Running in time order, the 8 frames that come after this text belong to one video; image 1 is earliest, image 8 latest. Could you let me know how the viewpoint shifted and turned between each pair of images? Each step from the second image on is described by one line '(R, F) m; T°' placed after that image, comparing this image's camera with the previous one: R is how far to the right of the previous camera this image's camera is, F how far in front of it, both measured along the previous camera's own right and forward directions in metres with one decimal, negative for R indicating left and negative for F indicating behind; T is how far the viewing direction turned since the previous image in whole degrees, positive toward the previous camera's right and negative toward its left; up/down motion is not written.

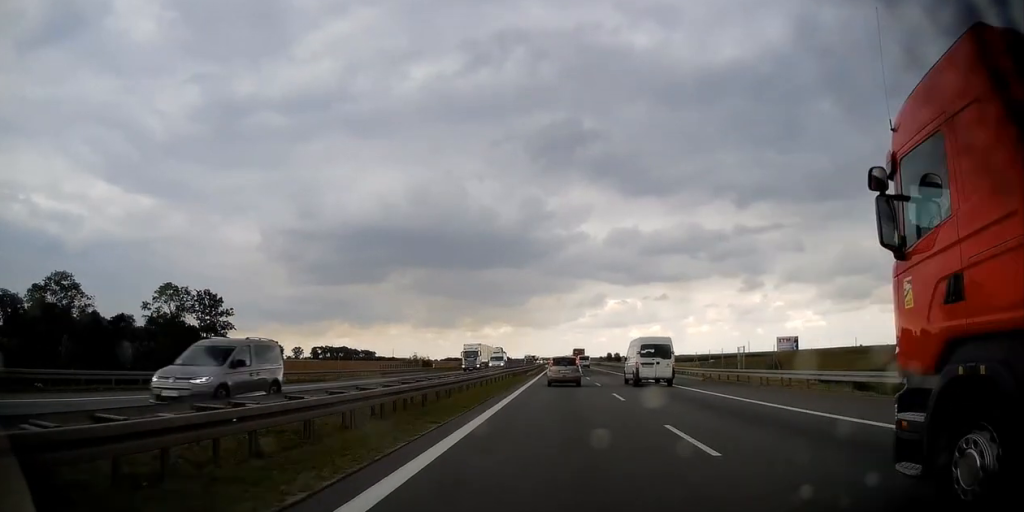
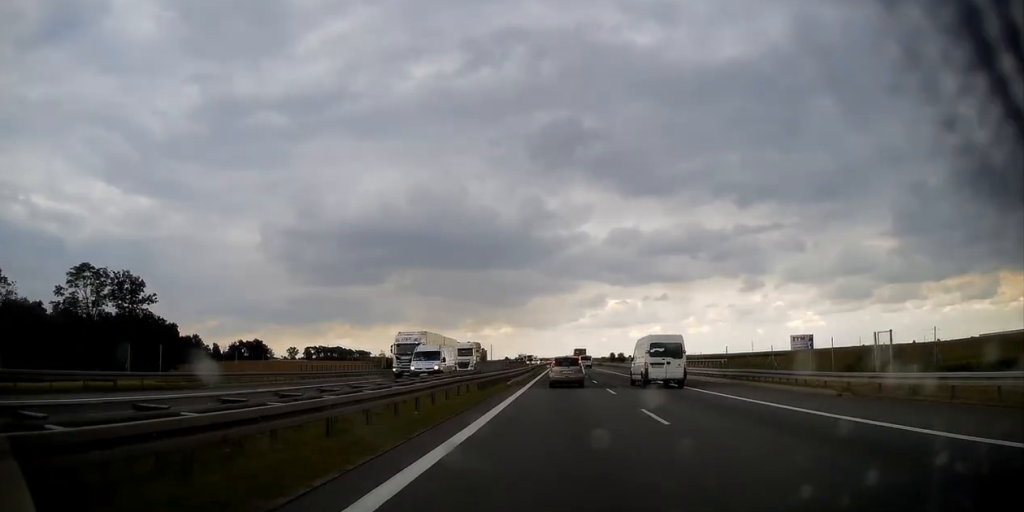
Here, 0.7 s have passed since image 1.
(-0.2, +20.0) m; 0°
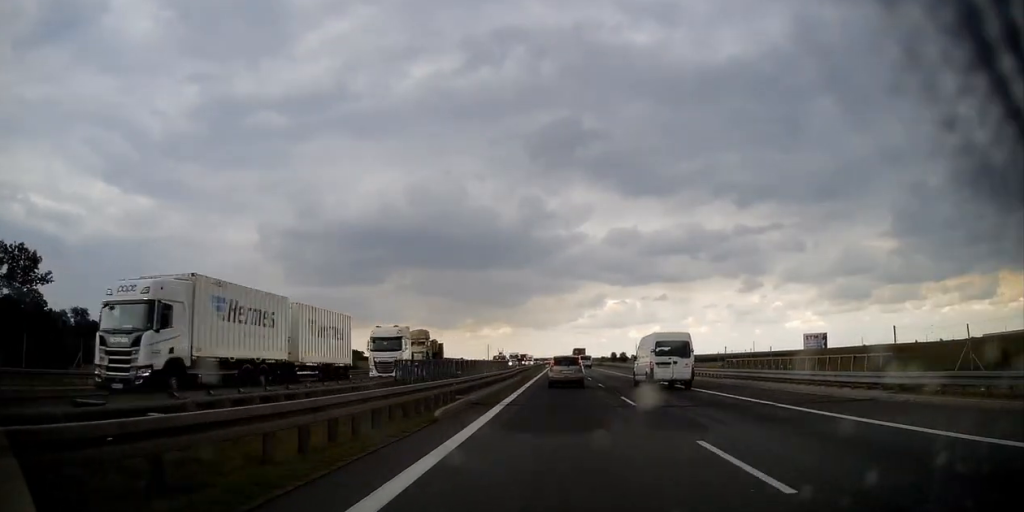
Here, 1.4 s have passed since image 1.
(+0.3, +18.9) m; 0°
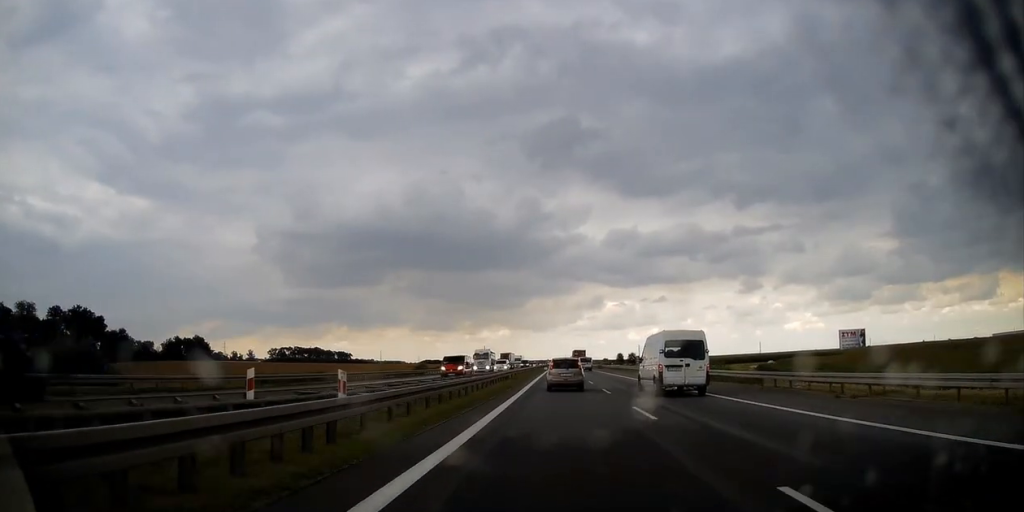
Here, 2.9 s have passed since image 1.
(0.0, +40.0) m; 0°
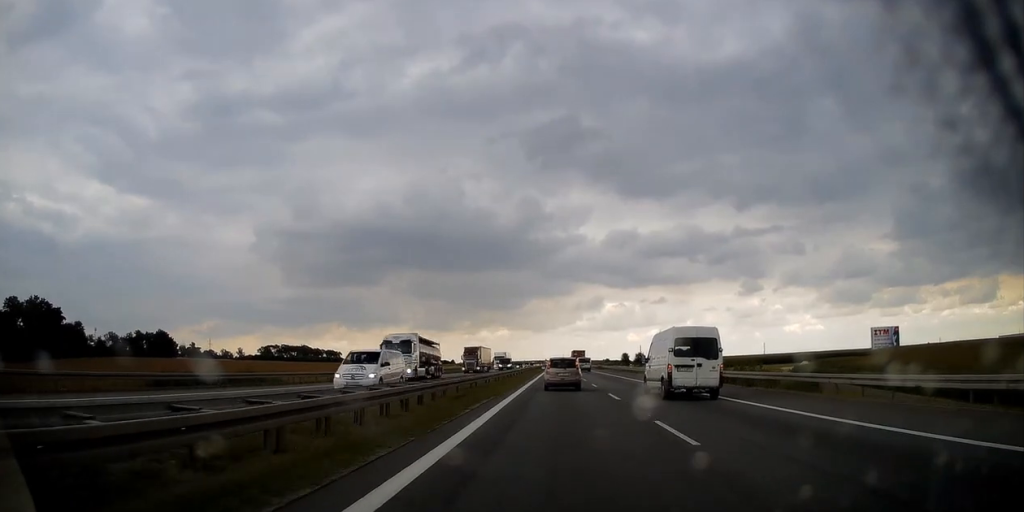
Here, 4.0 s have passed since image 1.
(+0.1, +28.9) m; 0°
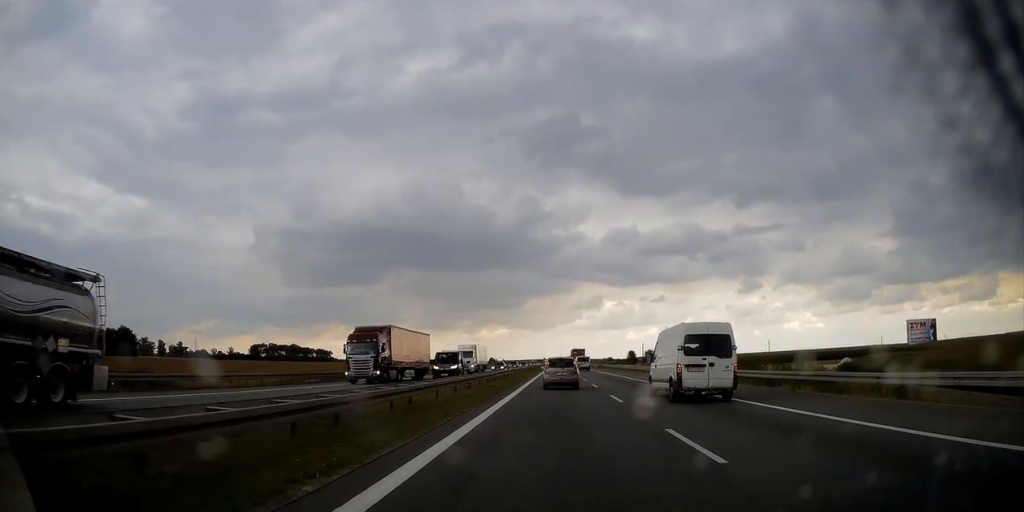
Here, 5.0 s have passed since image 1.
(-0.2, +26.0) m; 0°
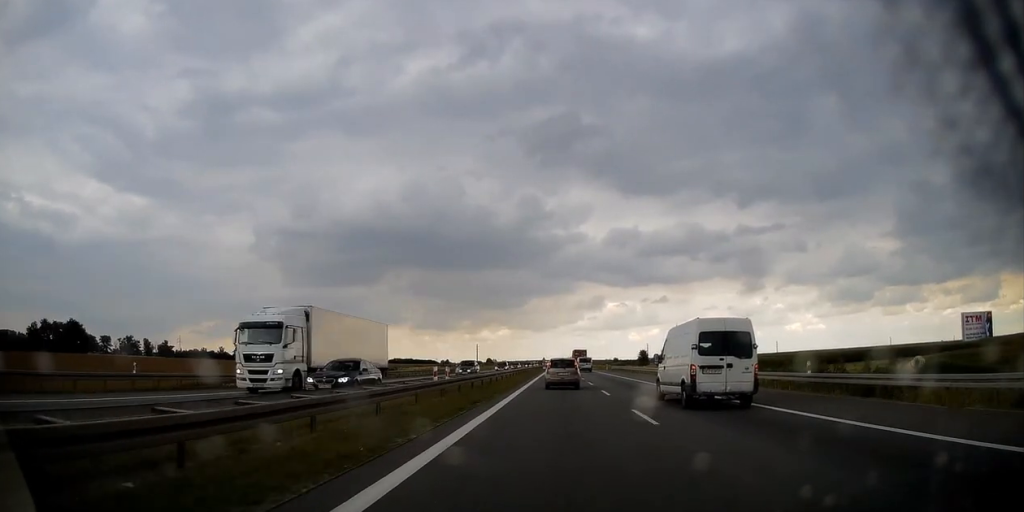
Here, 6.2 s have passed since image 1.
(0.0, +31.0) m; +1°
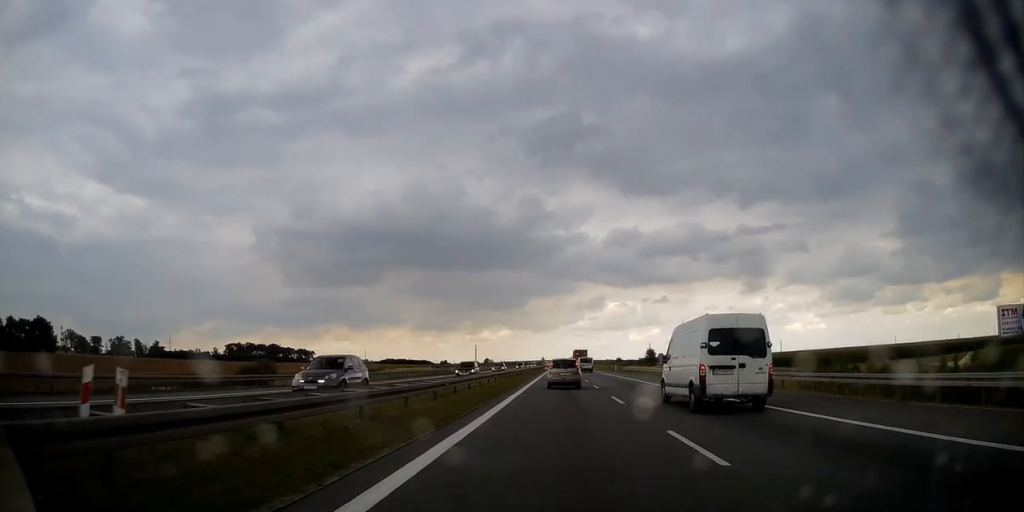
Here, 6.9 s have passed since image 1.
(+0.1, +17.3) m; 0°
